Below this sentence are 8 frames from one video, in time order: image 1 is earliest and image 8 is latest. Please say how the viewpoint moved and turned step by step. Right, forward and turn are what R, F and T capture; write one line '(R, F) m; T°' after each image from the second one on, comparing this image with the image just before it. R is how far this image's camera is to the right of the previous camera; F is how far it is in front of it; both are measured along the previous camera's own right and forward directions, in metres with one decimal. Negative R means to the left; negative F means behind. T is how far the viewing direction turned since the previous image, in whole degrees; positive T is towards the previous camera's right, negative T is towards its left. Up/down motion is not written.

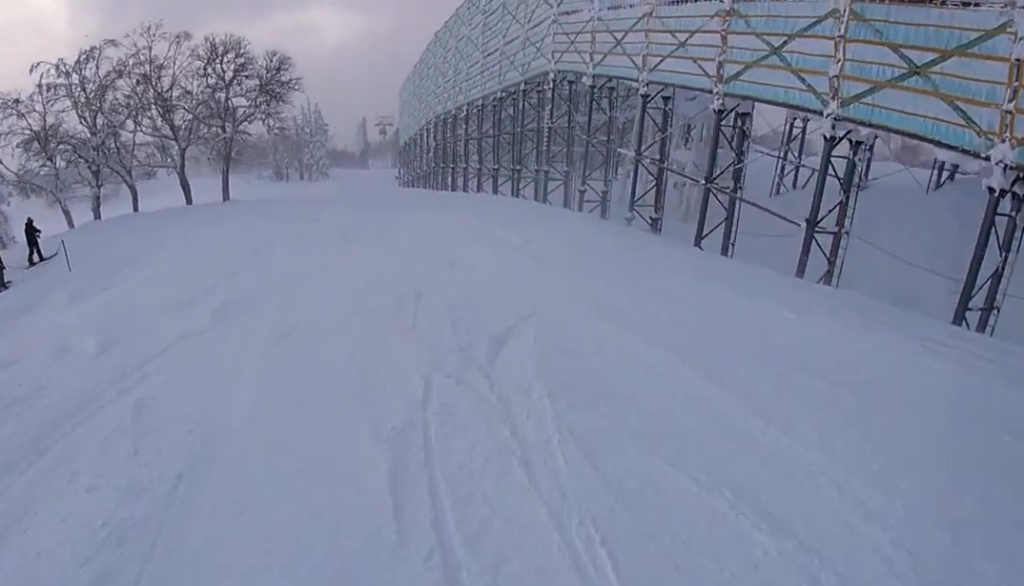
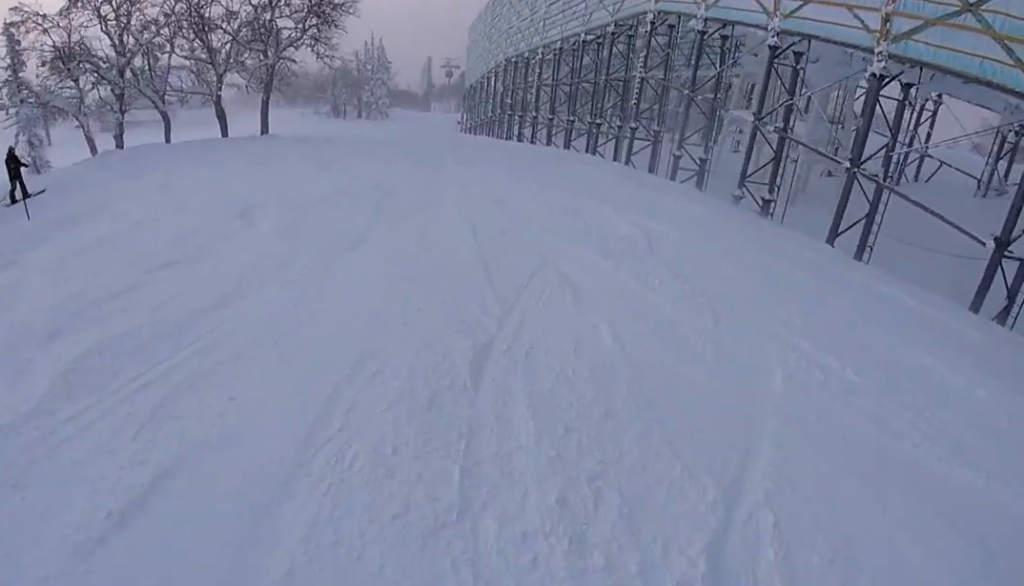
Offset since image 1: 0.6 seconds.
(-0.6, +4.3) m; 0°
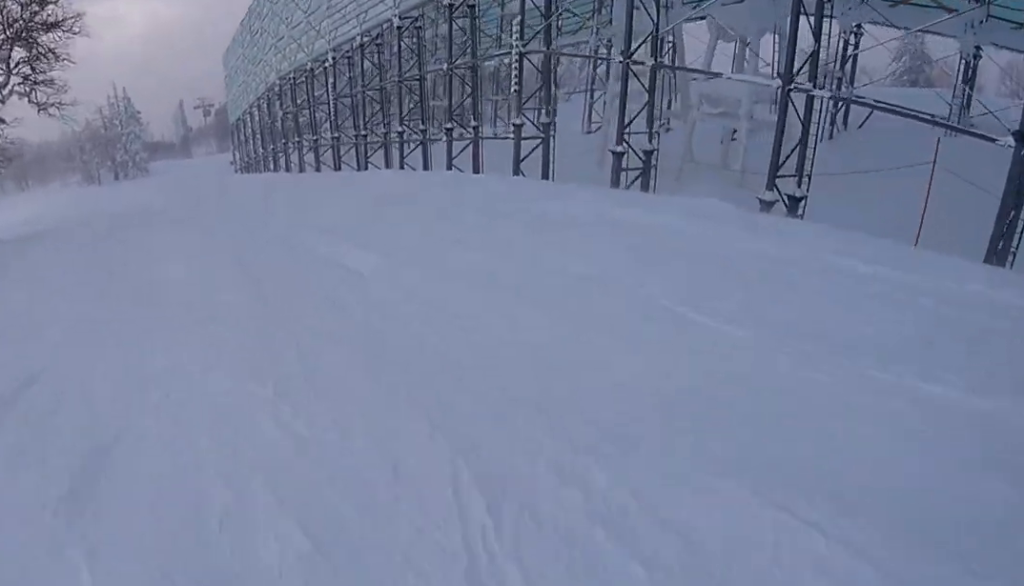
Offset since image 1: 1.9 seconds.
(+1.6, +10.3) m; +10°
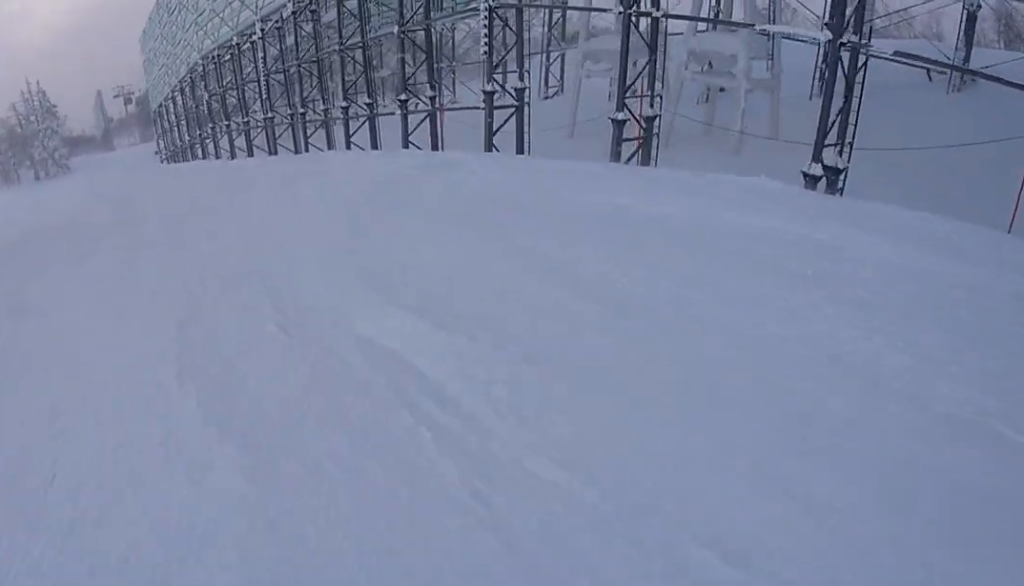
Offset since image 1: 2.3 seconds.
(+0.1, +3.1) m; +1°
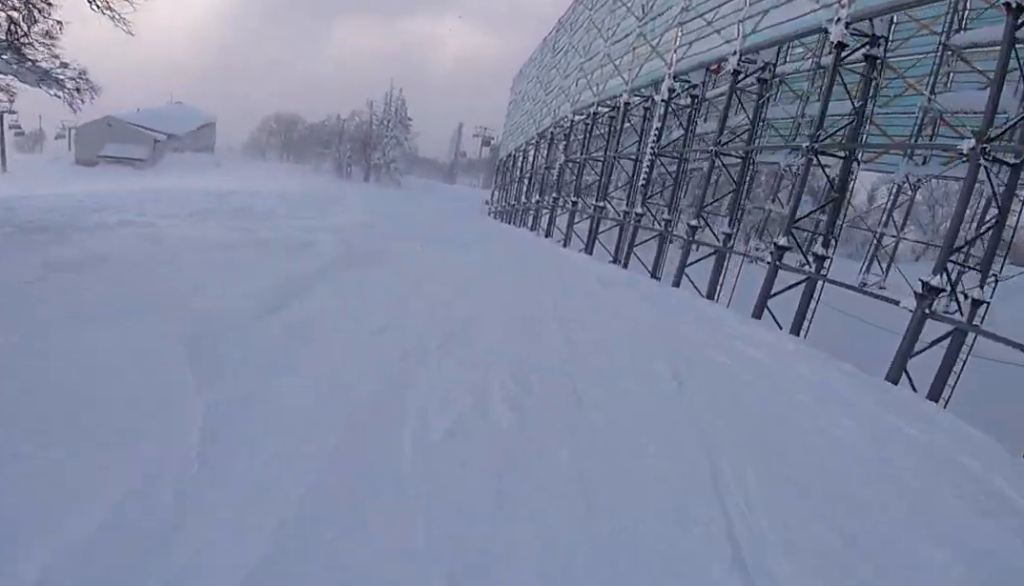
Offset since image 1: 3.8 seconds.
(-0.7, +11.9) m; -11°
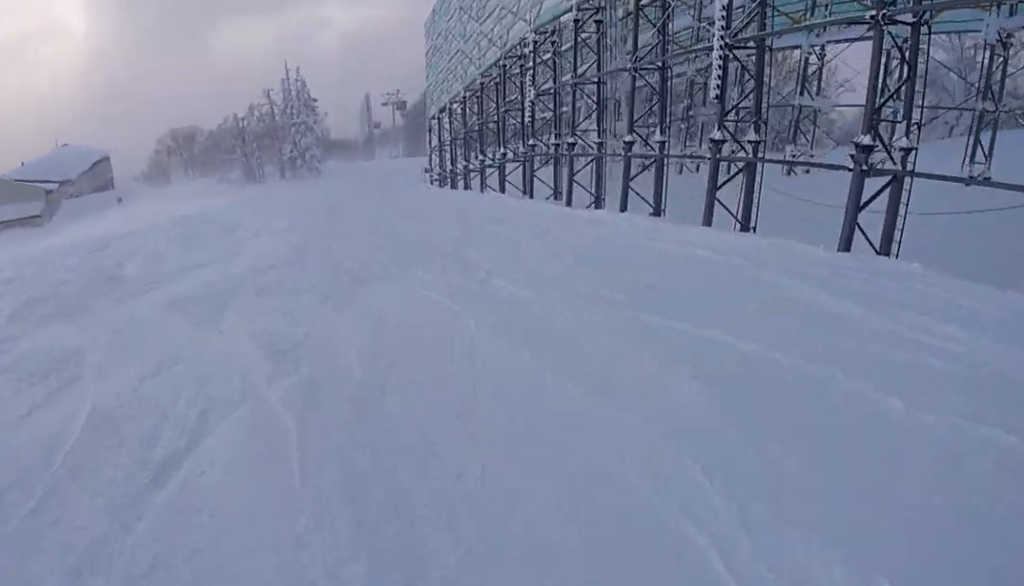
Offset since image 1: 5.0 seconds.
(-0.5, +9.6) m; +5°
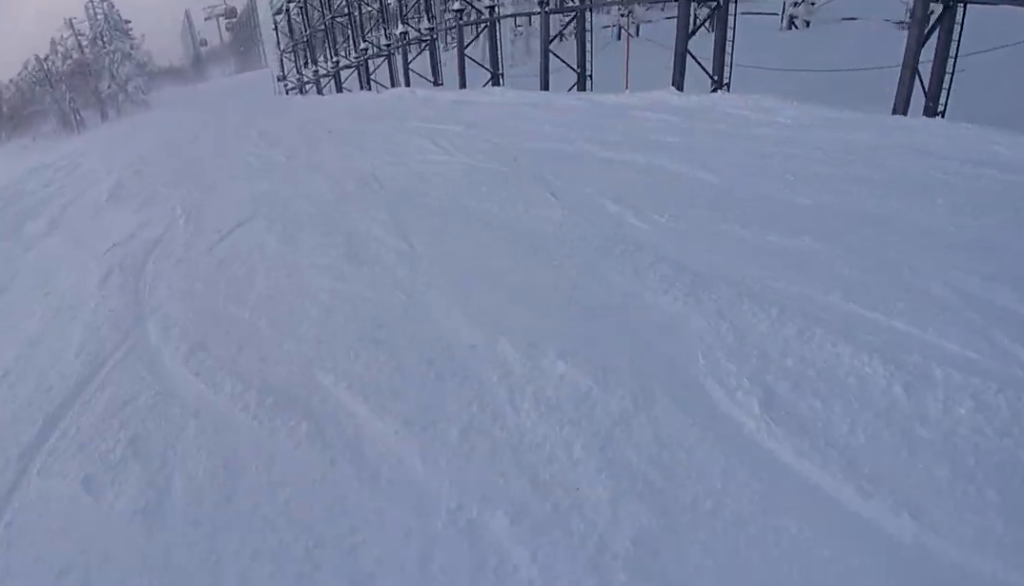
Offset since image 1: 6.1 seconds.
(+1.0, +9.6) m; +6°
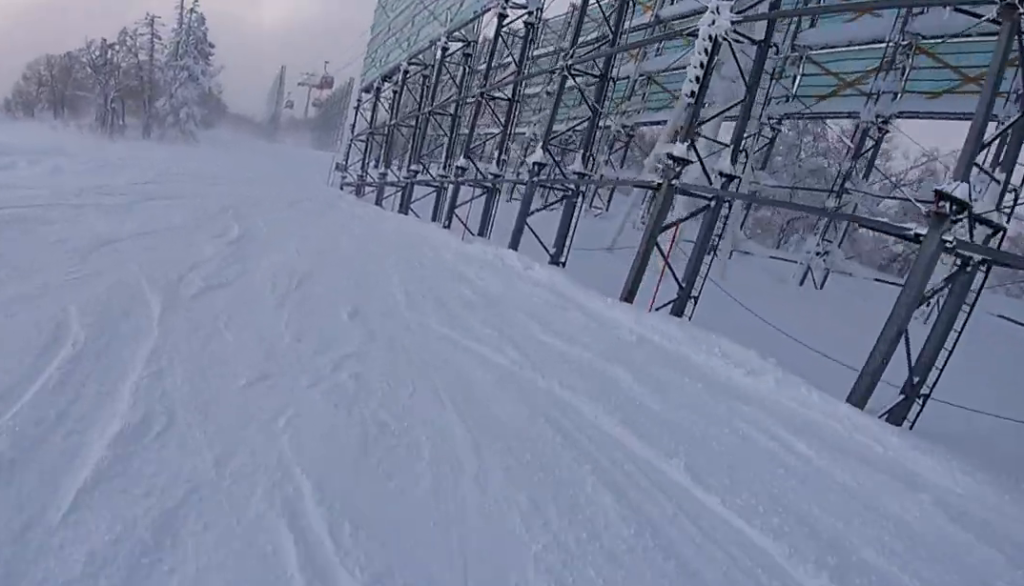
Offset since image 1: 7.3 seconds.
(0.0, +11.2) m; -7°
